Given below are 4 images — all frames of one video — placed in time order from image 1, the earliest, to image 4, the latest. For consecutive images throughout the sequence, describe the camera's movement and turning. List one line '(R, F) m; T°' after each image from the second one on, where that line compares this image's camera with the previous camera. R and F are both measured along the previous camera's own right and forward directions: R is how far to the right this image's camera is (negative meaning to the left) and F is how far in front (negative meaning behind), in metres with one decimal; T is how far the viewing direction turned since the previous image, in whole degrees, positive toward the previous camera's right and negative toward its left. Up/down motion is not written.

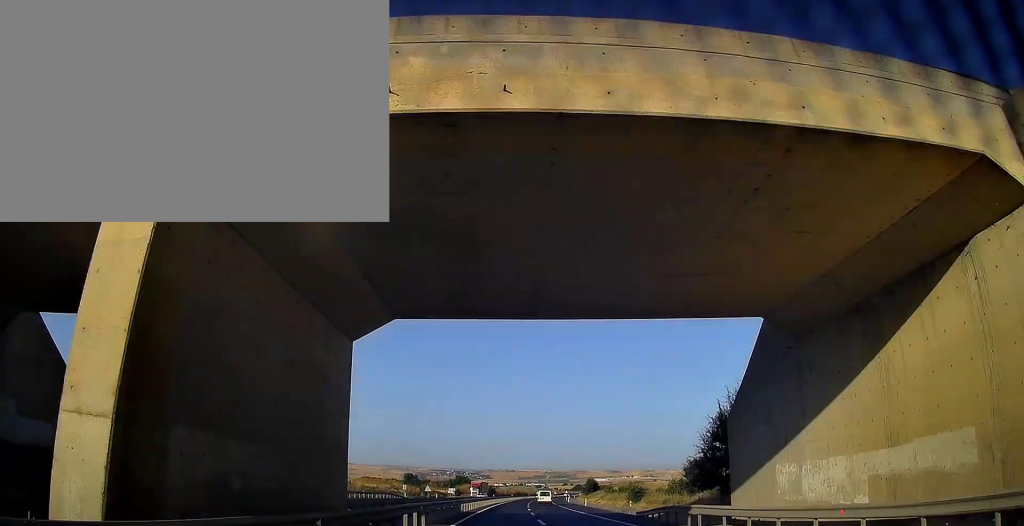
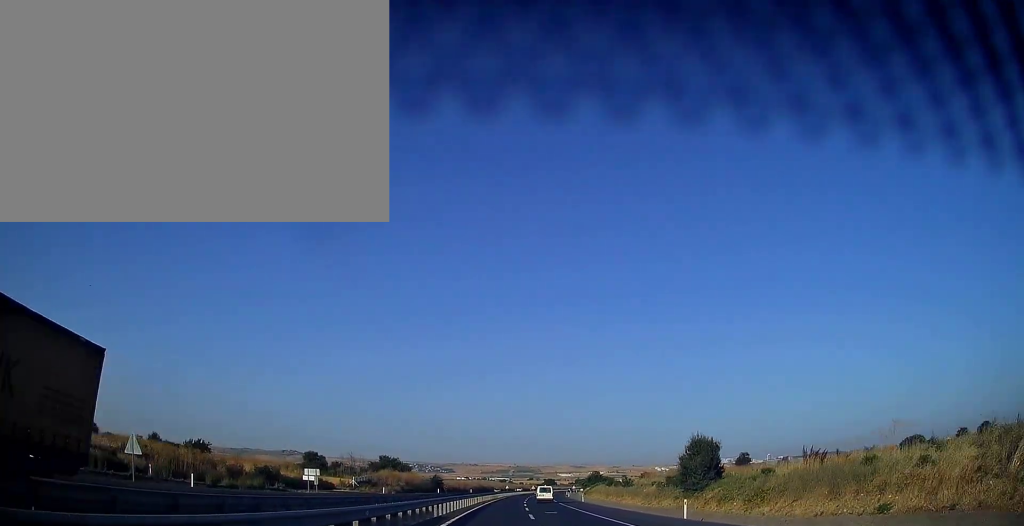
(+4.0, +92.3) m; +4°
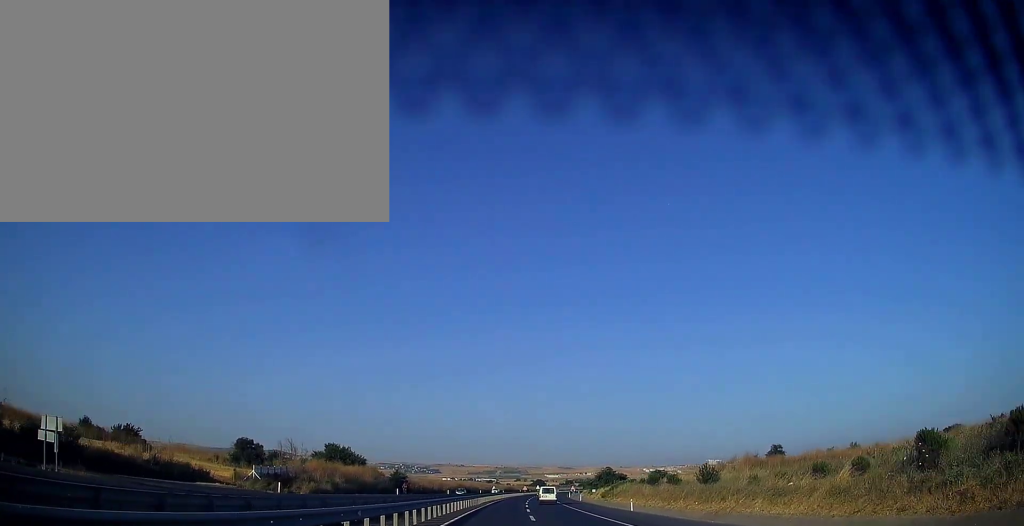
(+0.1, +35.3) m; +1°
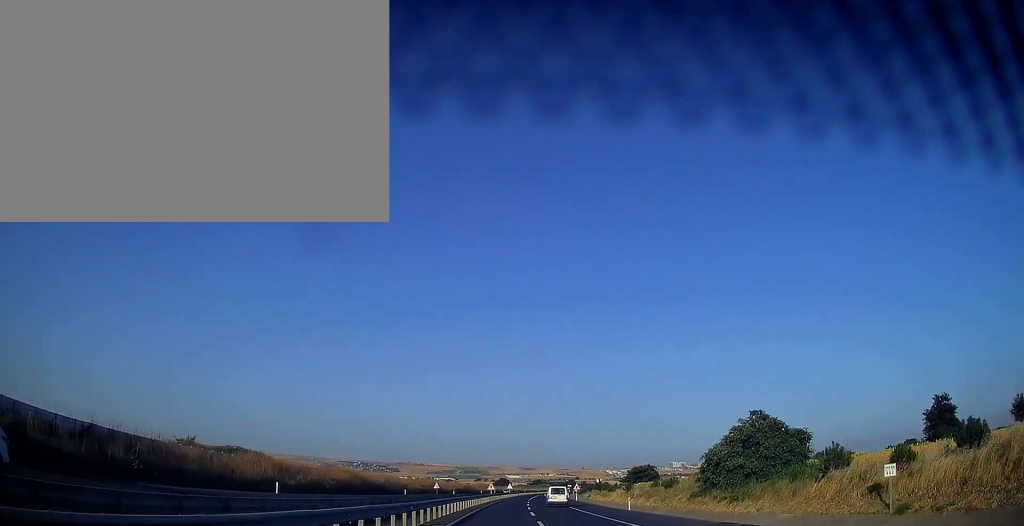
(+2.7, +90.5) m; +4°
